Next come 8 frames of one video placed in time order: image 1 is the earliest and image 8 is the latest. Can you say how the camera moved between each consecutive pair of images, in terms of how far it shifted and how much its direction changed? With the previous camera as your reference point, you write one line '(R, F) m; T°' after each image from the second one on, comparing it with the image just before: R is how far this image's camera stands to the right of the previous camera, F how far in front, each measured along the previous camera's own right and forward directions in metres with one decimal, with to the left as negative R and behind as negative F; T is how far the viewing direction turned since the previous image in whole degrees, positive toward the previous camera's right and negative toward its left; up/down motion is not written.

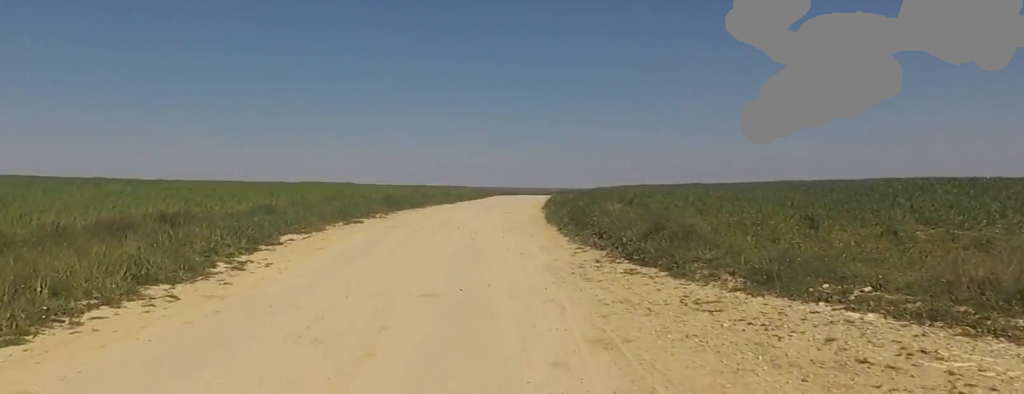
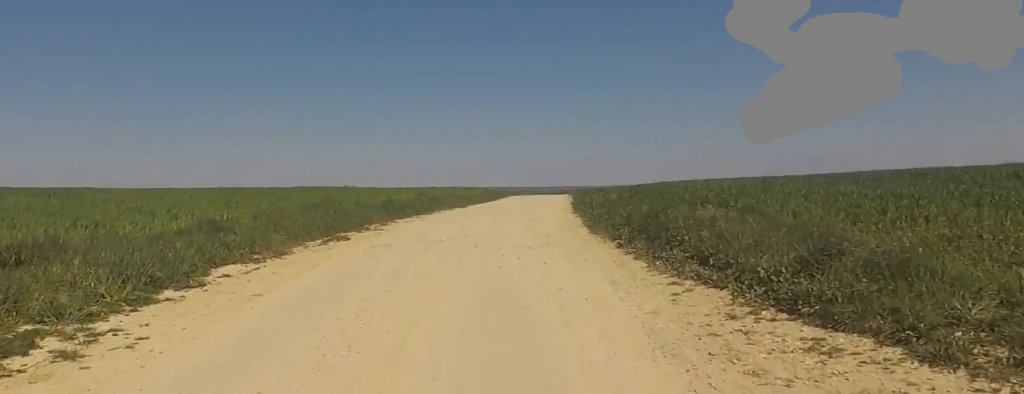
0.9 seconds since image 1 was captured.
(0.0, +4.2) m; 0°
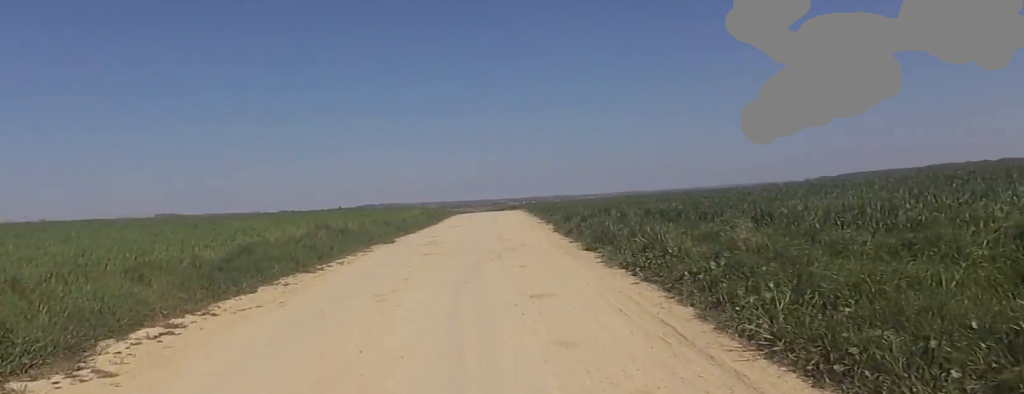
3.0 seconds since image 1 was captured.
(0.0, +10.7) m; 0°
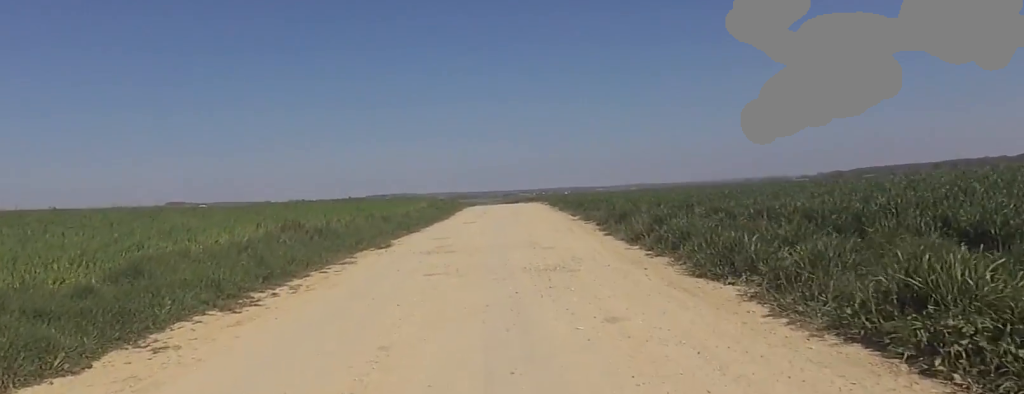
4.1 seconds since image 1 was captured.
(0.0, +5.1) m; 0°
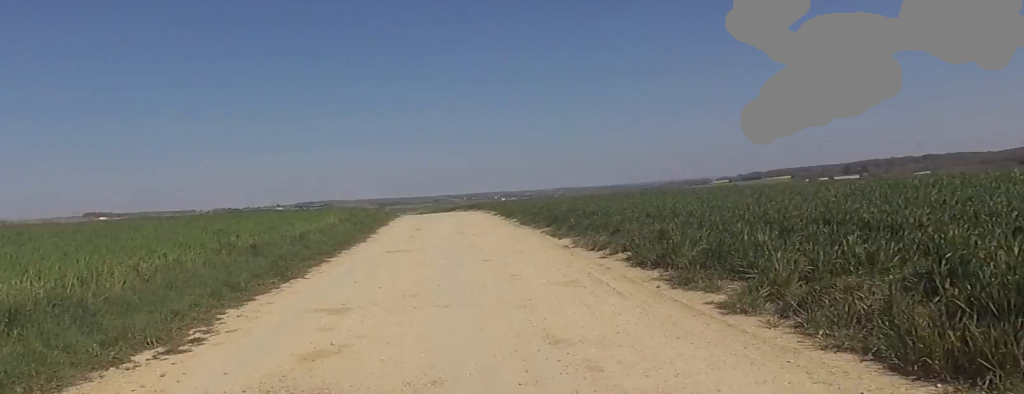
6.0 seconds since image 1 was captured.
(0.0, +8.7) m; 0°
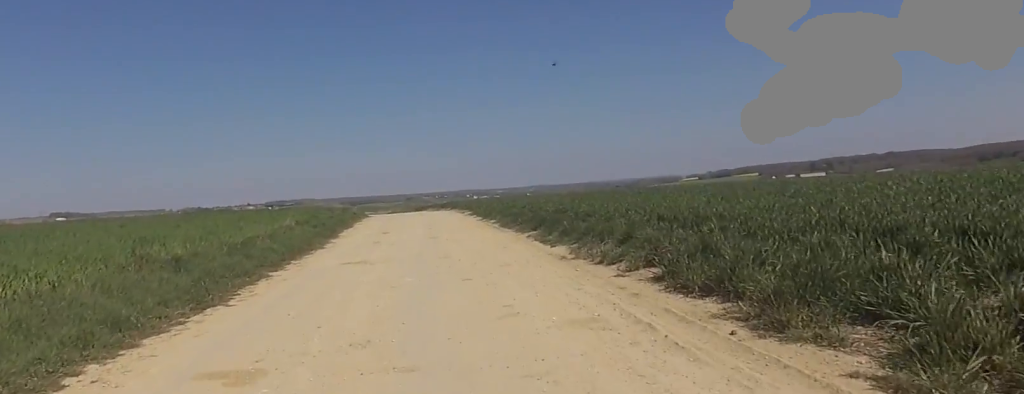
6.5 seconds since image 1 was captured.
(0.0, +2.7) m; 0°
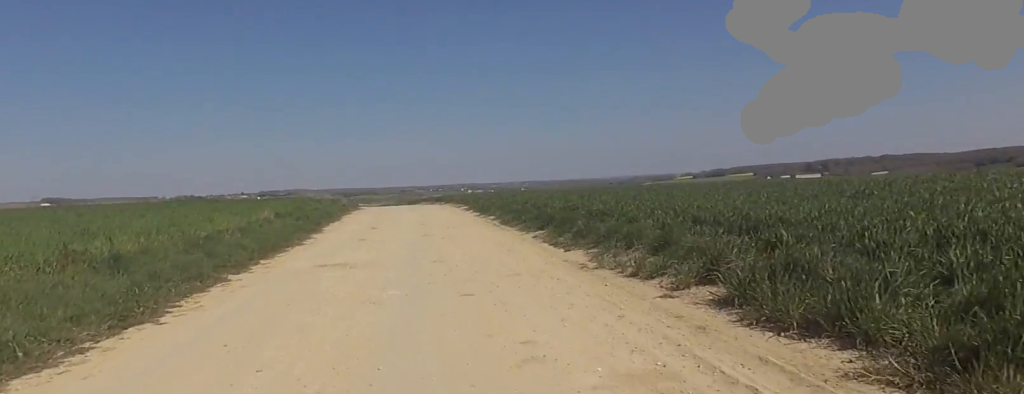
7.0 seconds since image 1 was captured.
(0.0, +1.9) m; 0°
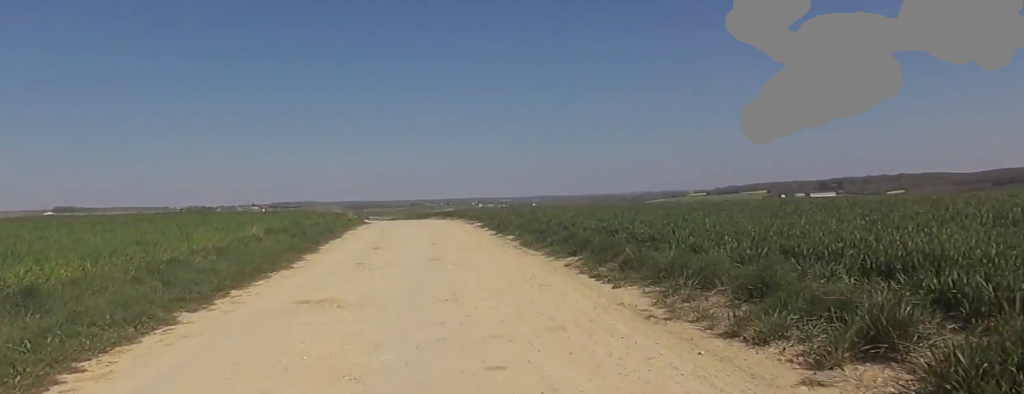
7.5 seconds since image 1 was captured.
(0.0, +2.3) m; 0°
